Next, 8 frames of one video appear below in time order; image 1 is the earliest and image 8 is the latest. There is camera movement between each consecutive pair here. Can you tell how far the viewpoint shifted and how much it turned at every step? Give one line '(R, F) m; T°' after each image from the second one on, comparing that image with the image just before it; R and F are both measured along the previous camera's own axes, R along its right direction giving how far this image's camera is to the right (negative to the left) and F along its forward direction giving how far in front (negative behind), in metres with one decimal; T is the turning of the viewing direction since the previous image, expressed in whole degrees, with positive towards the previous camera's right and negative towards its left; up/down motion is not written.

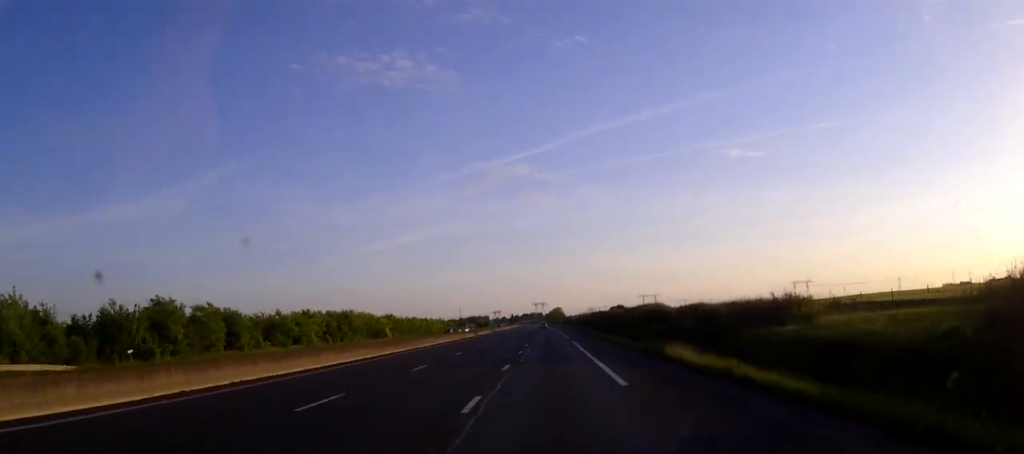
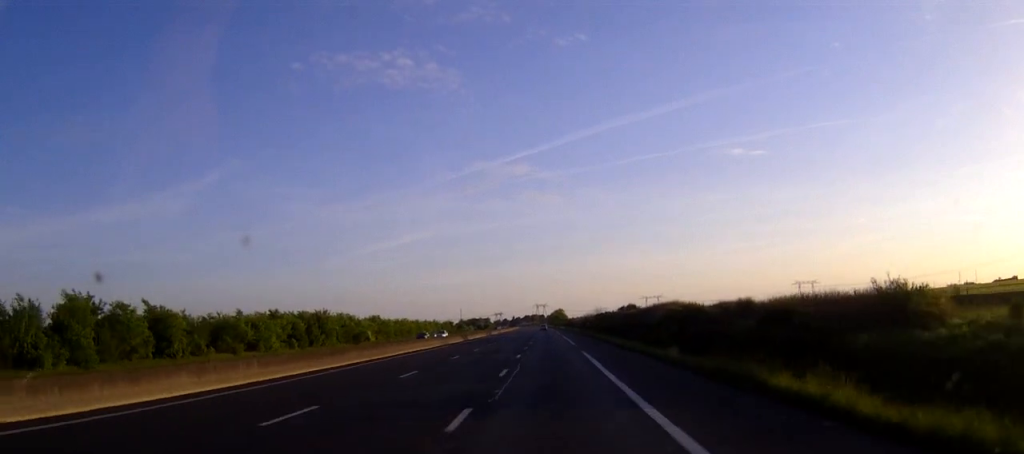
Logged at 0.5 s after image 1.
(0.0, +14.9) m; 0°
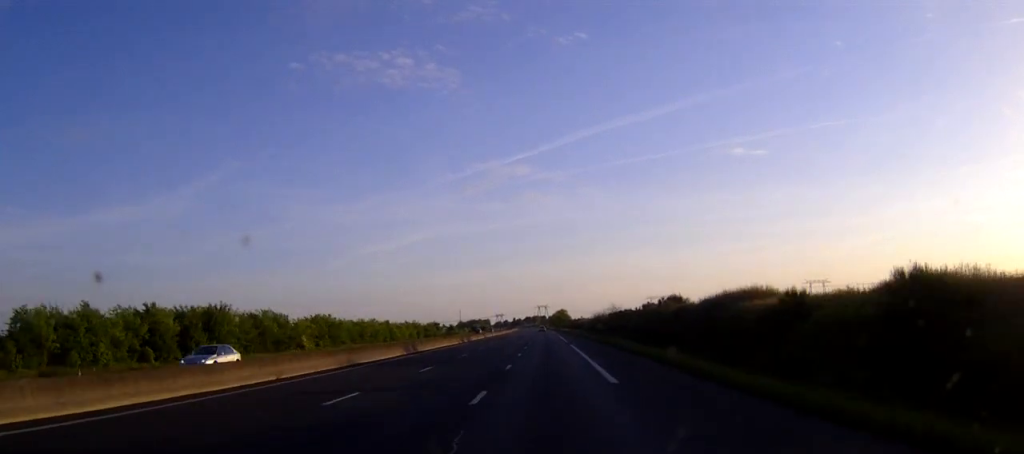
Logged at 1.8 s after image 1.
(-0.2, +35.2) m; 0°
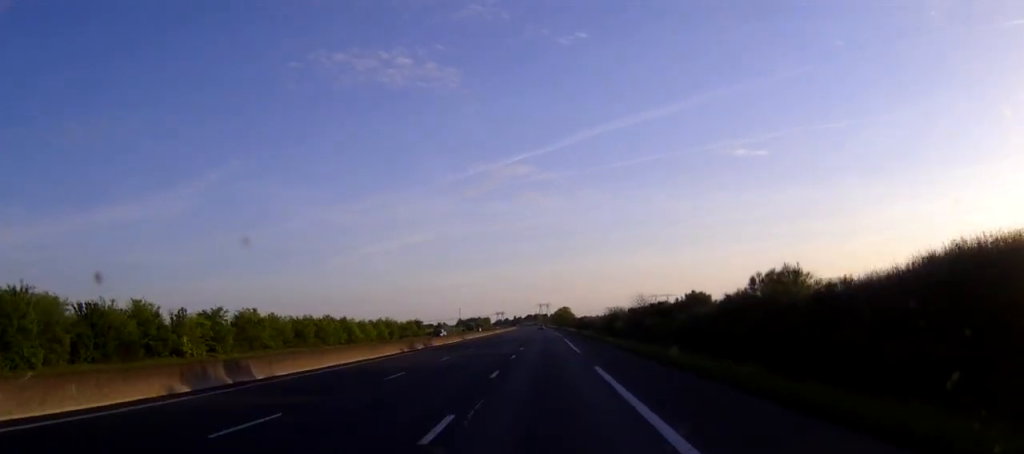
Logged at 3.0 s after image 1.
(-0.1, +32.2) m; 0°
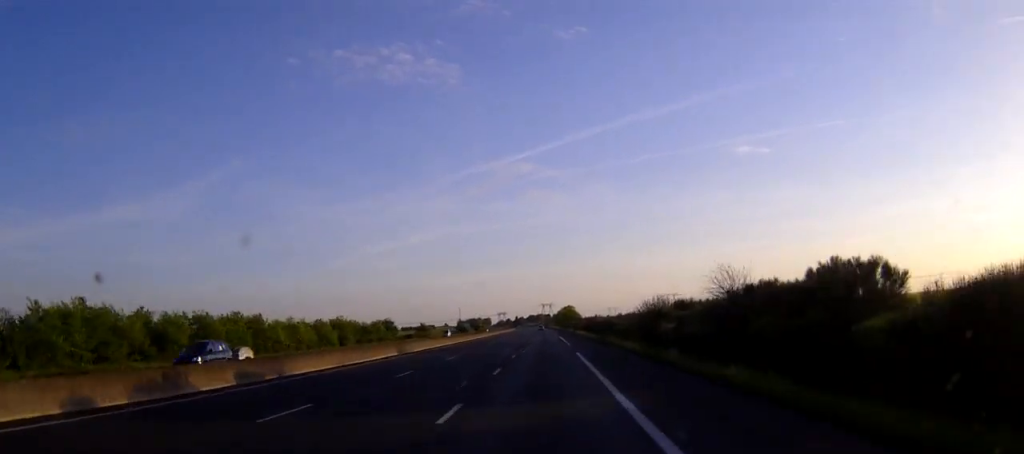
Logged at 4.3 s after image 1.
(0.0, +36.8) m; 0°
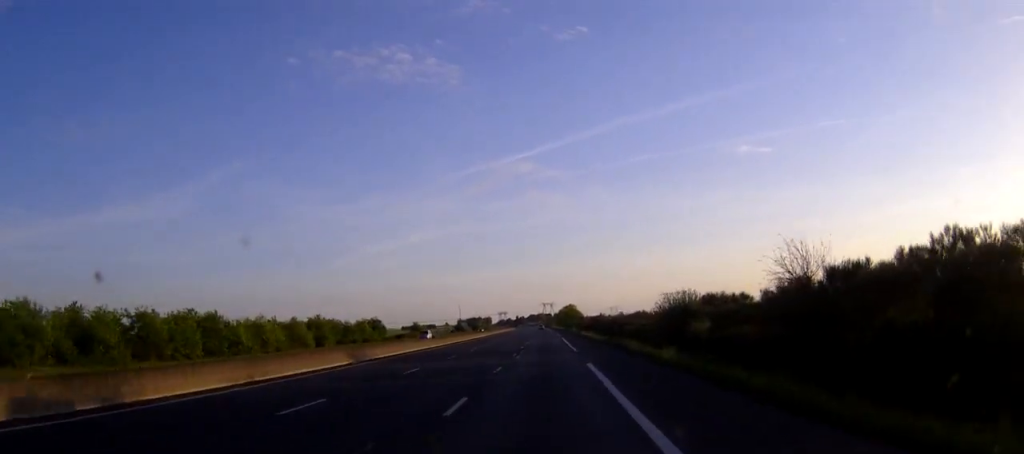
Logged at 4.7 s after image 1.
(0.0, +12.0) m; 0°
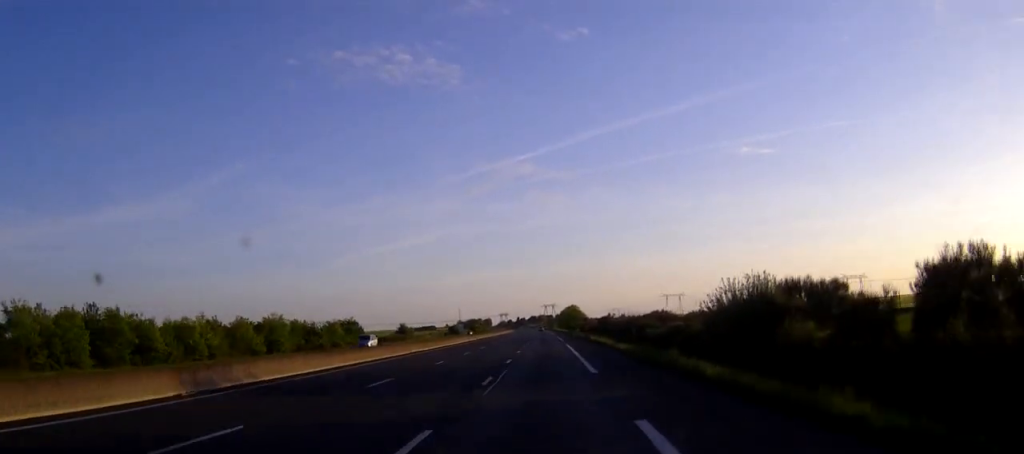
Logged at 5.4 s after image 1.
(0.0, +18.4) m; 0°
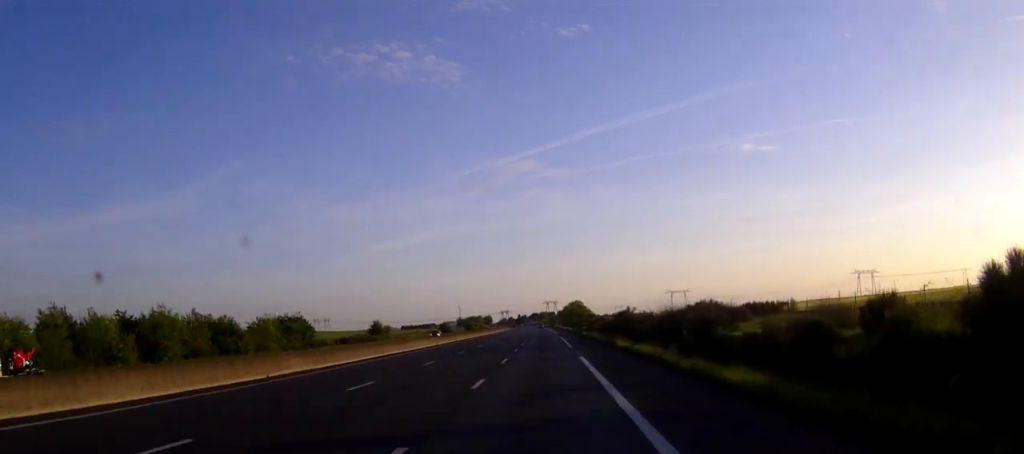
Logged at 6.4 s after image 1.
(-0.1, +28.4) m; 0°
